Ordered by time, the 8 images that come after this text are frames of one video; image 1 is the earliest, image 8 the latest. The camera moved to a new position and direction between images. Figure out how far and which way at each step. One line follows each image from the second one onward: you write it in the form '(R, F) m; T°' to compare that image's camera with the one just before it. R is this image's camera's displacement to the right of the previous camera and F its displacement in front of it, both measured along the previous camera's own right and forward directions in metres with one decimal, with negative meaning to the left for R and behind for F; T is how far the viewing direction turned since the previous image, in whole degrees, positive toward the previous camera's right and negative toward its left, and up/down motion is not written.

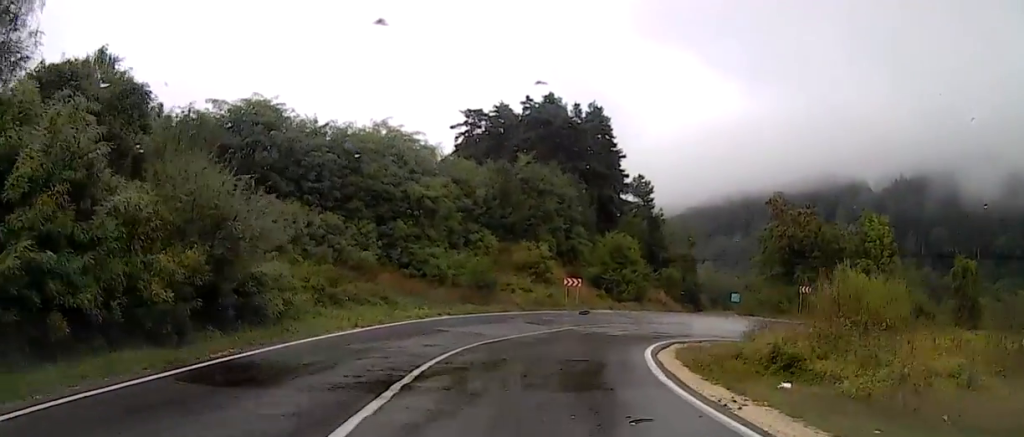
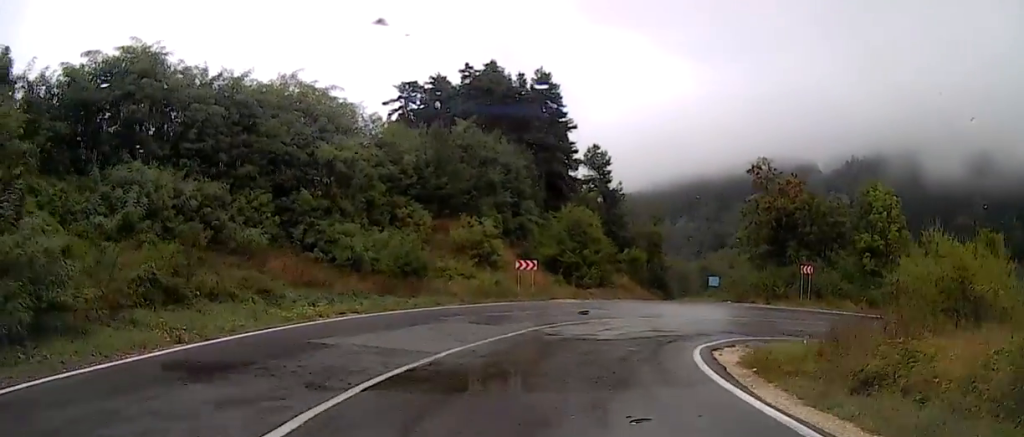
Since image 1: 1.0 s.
(+0.3, +8.4) m; +5°
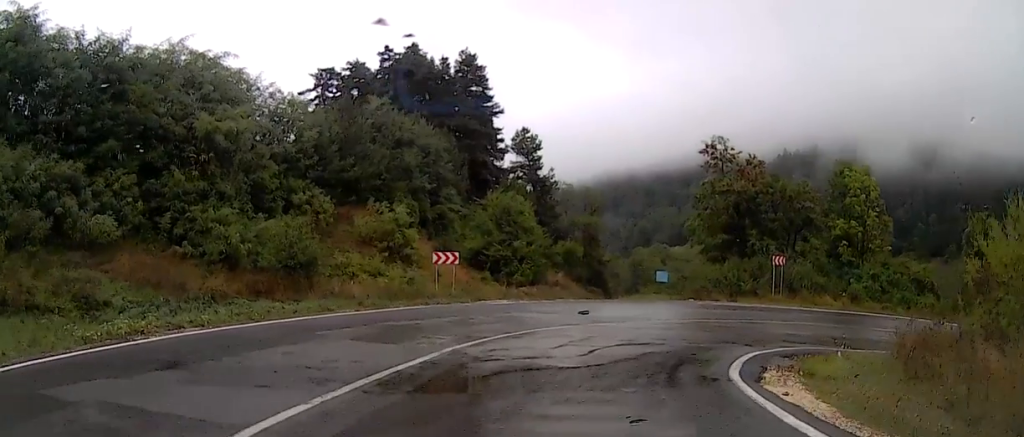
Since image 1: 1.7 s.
(+0.2, +6.6) m; +4°
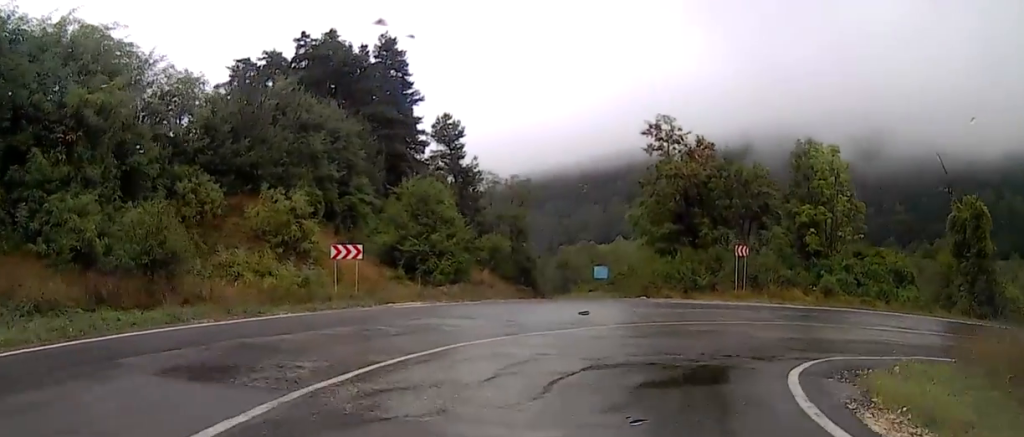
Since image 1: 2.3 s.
(+0.1, +5.1) m; +7°
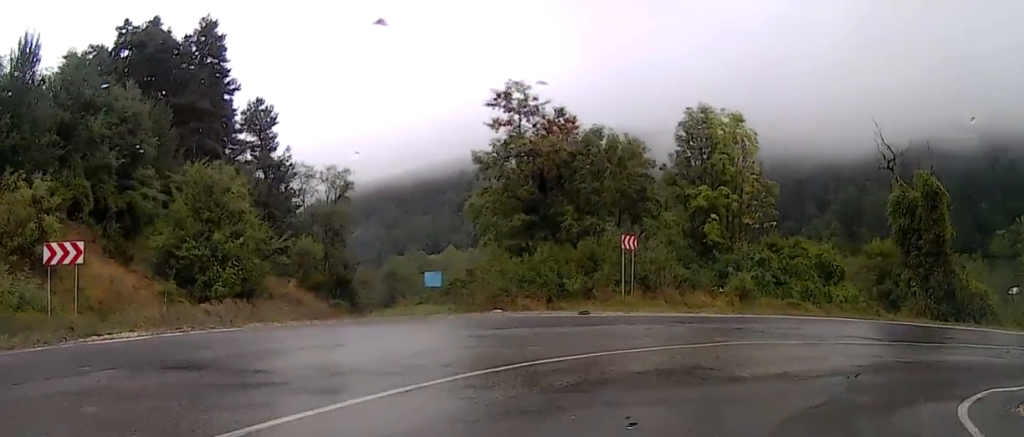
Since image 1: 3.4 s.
(+1.4, +9.2) m; +28°
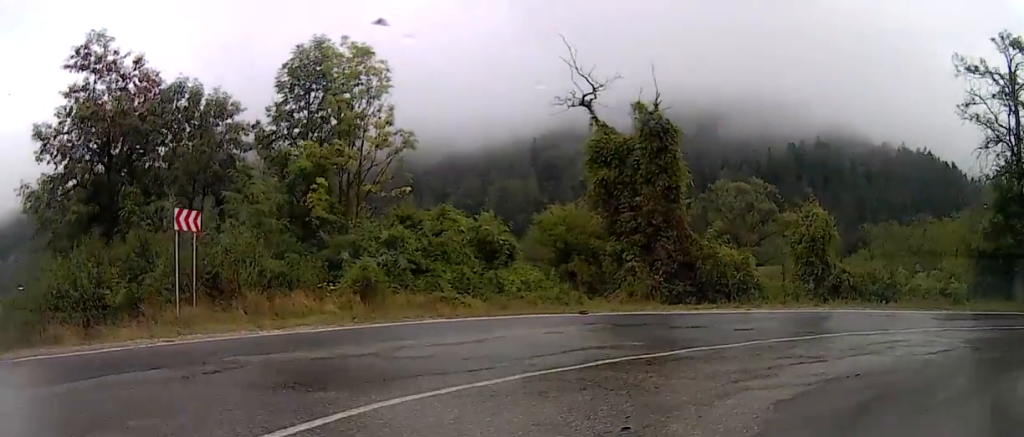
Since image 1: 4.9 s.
(+3.9, +9.1) m; +38°
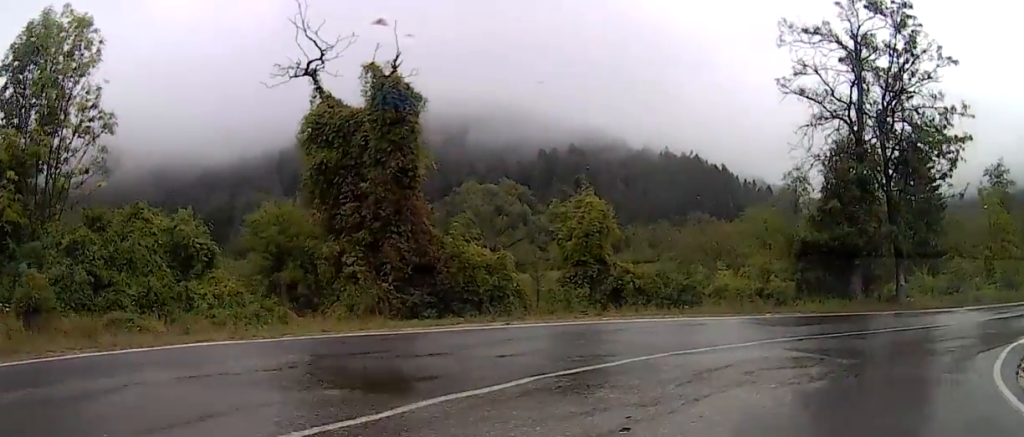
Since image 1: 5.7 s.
(+0.3, +4.5) m; +15°
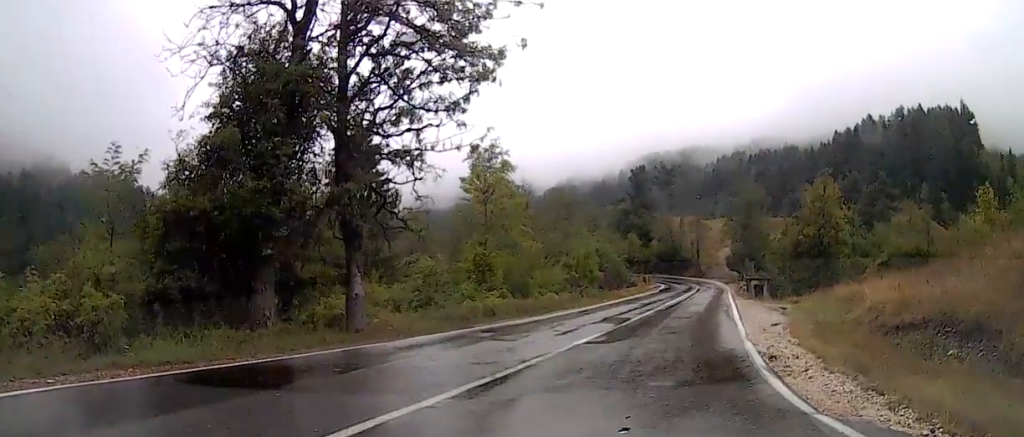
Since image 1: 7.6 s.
(+4.9, +10.0) m; +46°
